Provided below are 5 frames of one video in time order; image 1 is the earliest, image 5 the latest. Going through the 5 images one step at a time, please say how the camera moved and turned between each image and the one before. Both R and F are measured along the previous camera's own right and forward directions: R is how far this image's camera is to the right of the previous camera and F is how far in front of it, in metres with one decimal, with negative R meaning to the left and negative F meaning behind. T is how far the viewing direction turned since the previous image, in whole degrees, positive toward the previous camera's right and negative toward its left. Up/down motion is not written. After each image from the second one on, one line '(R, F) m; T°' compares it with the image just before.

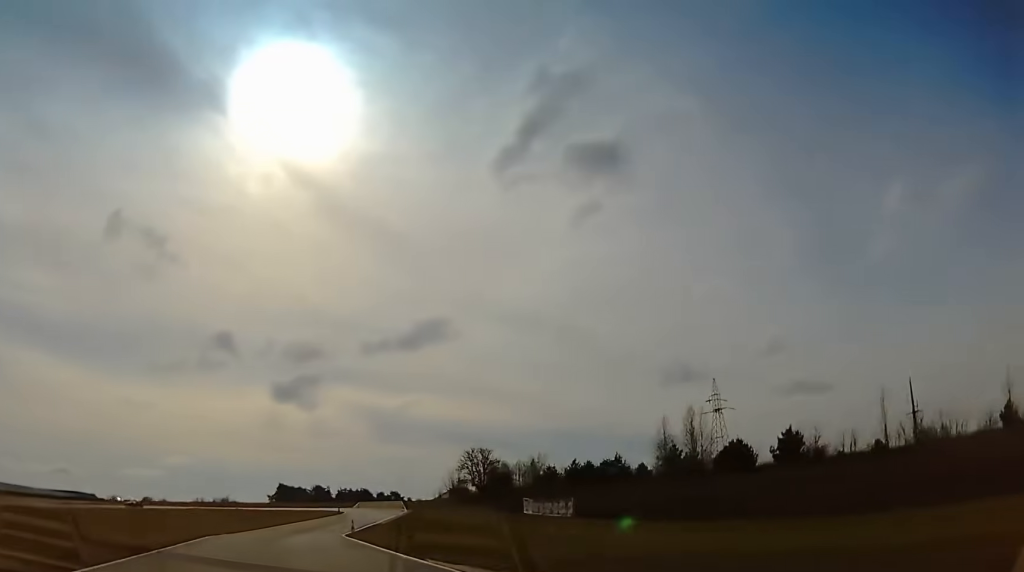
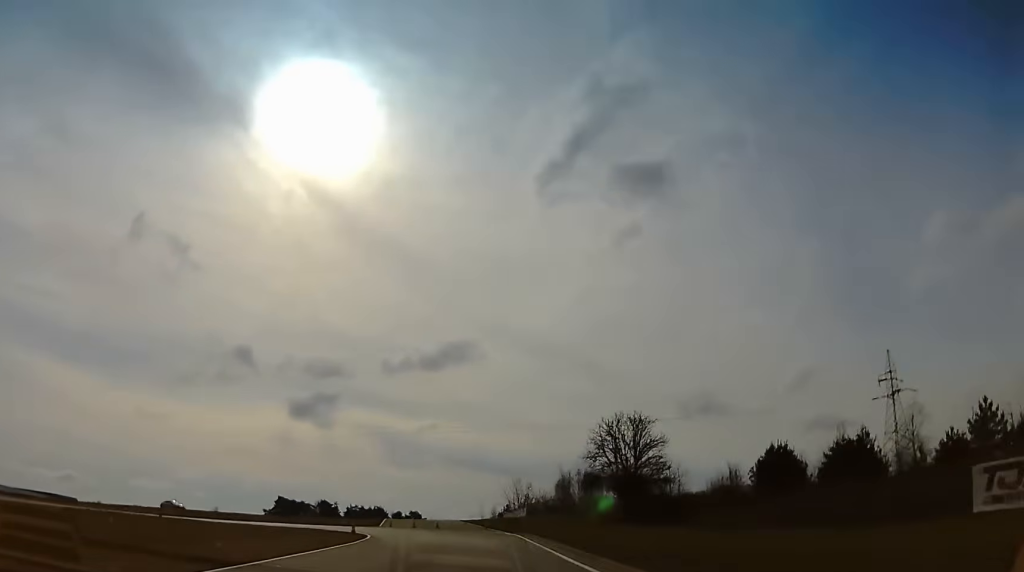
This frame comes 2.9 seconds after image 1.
(-2.6, +51.9) m; 0°
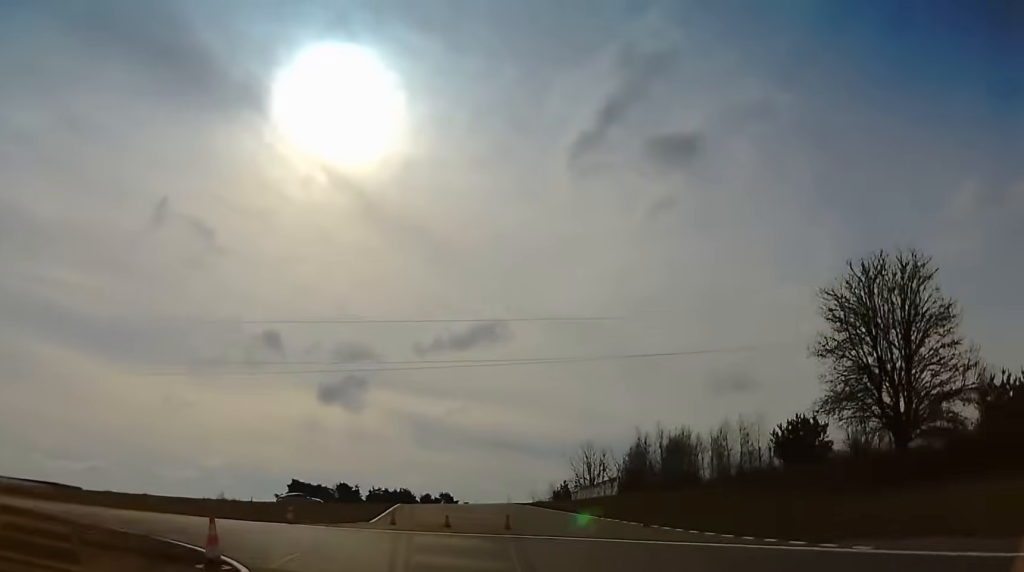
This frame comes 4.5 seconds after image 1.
(+0.4, +33.6) m; -6°
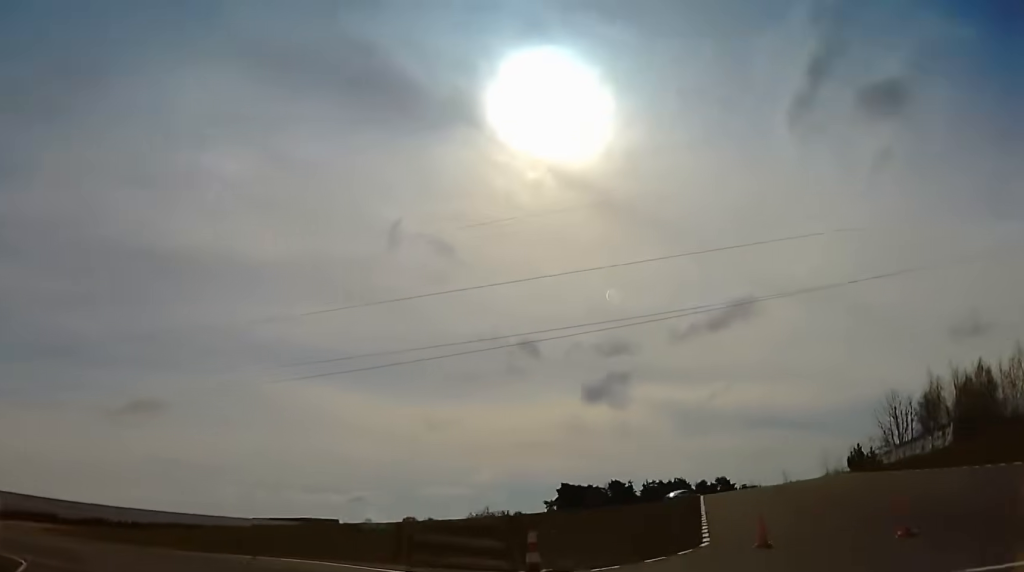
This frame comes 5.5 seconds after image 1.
(-2.7, +17.3) m; -25°
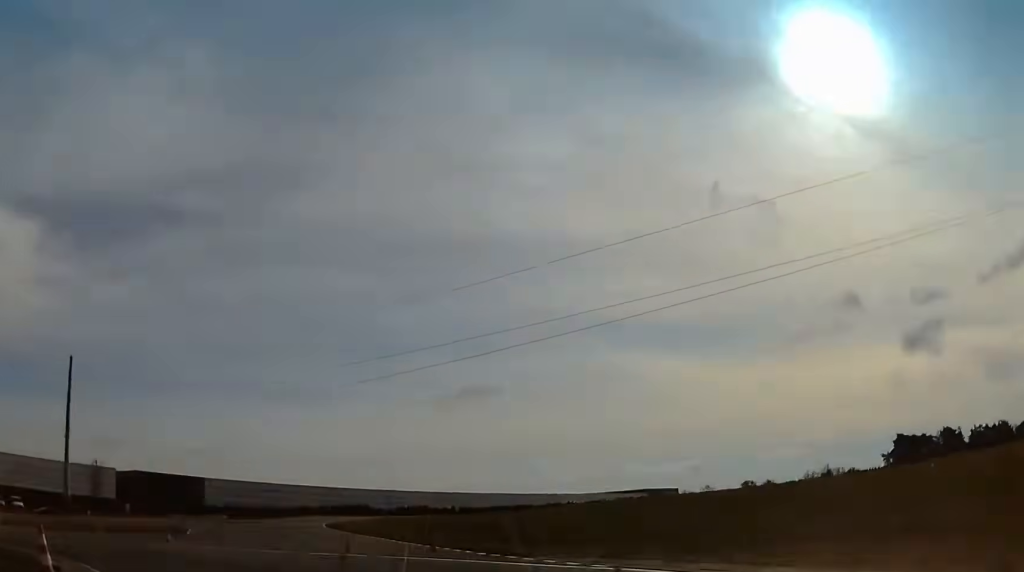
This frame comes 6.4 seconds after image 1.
(-3.0, +11.7) m; -25°
